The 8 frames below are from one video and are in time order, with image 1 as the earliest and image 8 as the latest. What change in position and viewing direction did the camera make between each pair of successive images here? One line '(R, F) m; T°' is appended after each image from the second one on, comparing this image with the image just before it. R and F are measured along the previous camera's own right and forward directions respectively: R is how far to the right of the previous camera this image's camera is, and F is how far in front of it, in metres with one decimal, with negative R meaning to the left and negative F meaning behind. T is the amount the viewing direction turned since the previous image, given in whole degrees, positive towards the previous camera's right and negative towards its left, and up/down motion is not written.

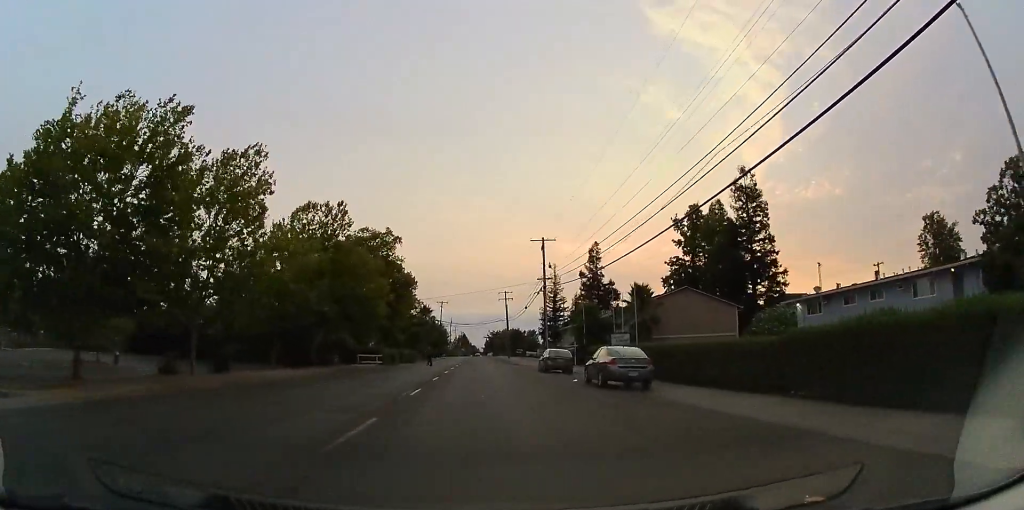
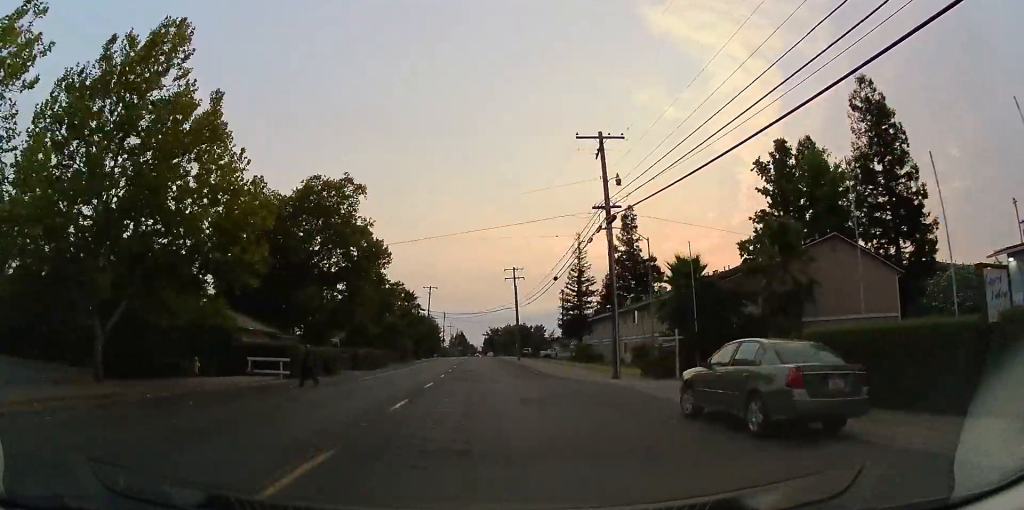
(-1.2, +25.2) m; -3°
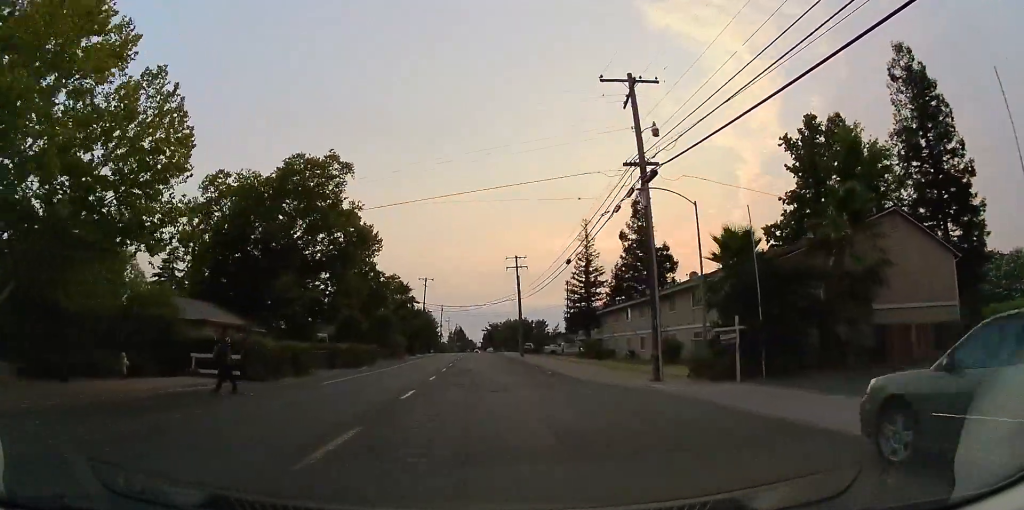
(-0.1, +5.8) m; +1°
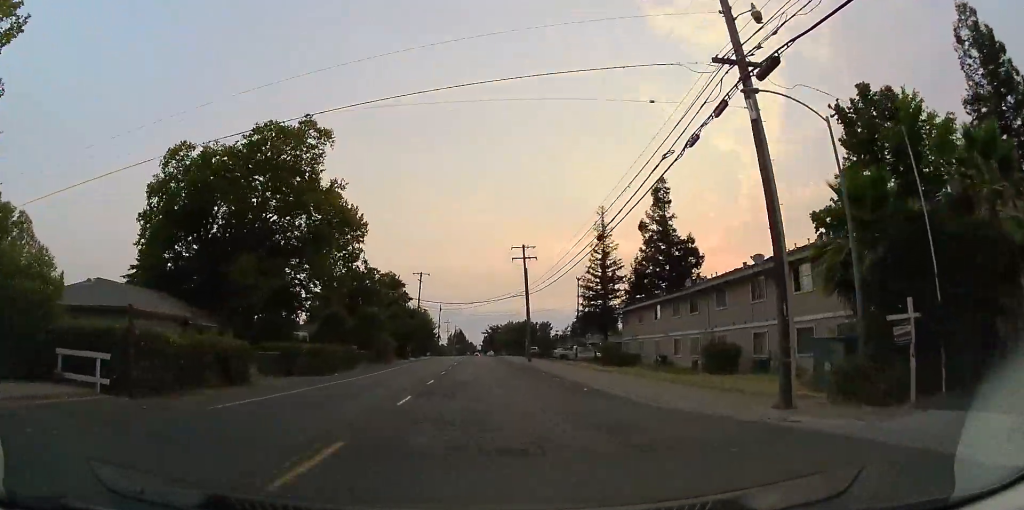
(+0.3, +8.3) m; +2°
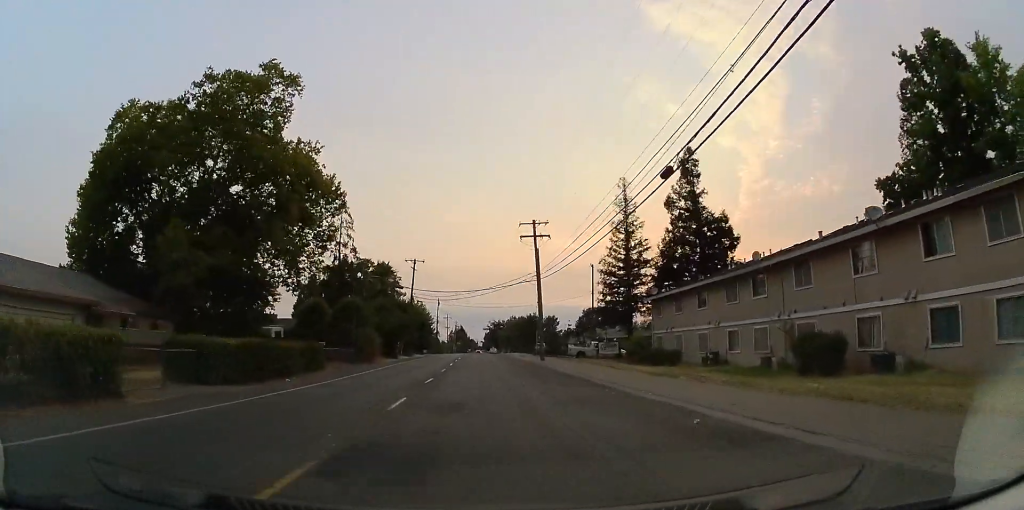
(+0.1, +8.8) m; +1°
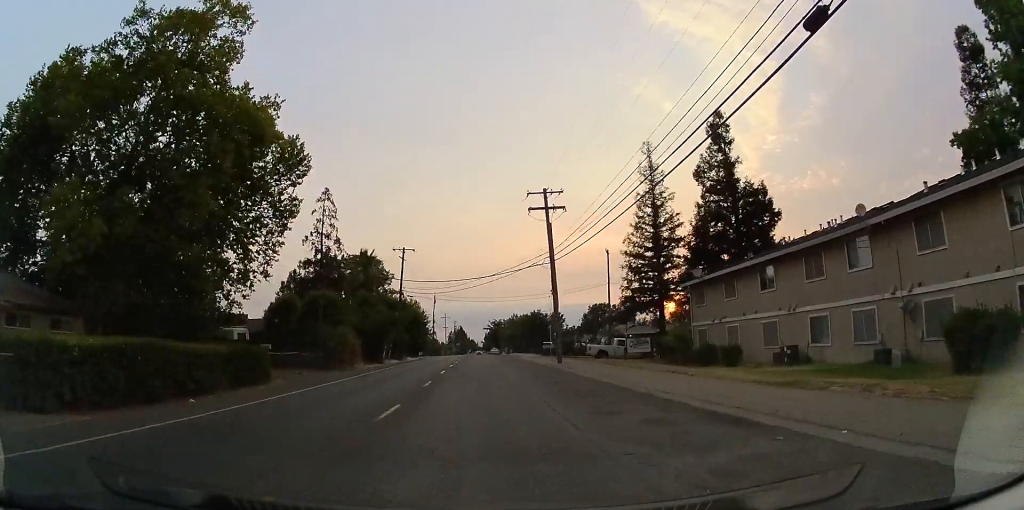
(0.0, +8.5) m; 0°
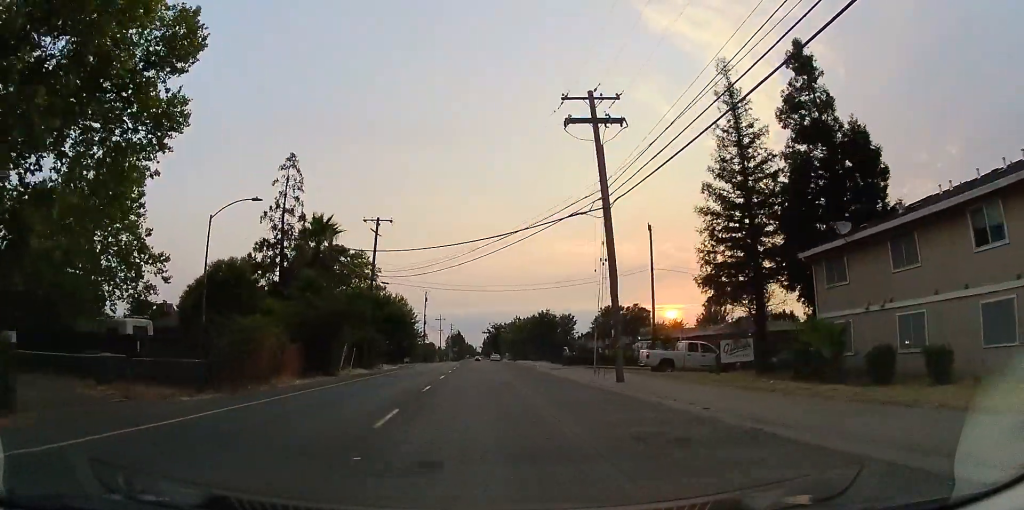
(0.0, +15.0) m; 0°
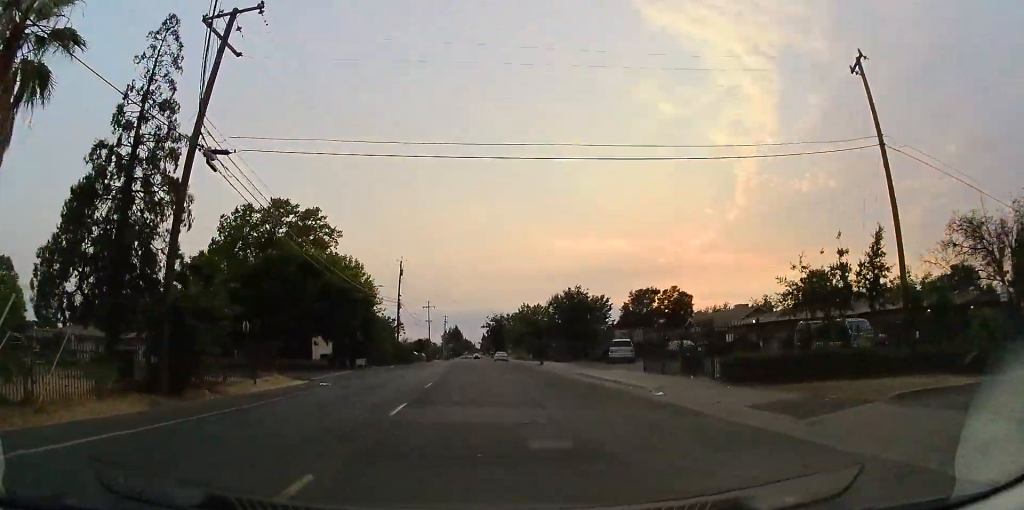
(-0.2, +28.4) m; +1°
